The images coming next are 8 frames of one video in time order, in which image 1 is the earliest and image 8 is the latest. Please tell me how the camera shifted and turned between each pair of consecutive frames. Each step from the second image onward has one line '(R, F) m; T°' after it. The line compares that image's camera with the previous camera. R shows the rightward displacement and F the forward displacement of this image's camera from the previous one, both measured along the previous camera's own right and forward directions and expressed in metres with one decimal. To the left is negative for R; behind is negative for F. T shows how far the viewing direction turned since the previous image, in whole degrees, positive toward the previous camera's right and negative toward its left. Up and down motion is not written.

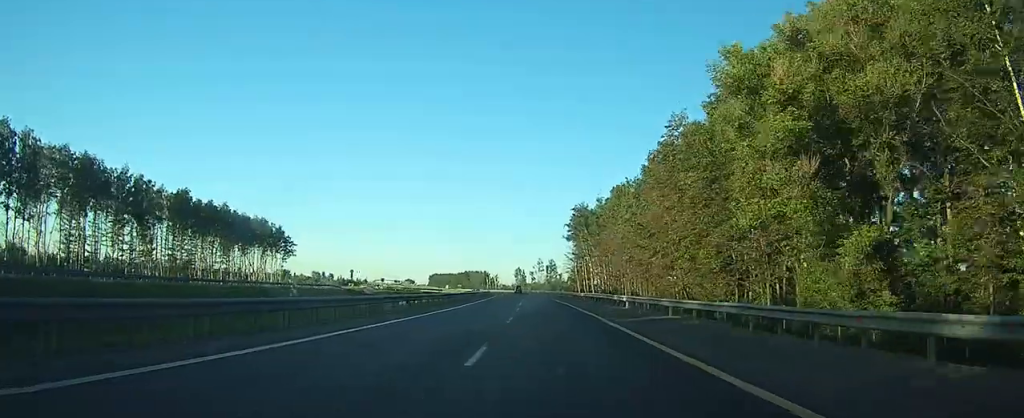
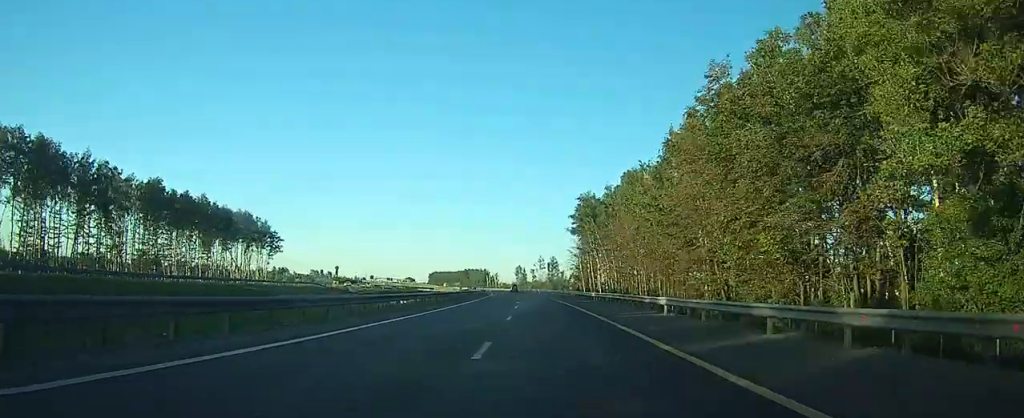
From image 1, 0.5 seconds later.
(0.0, +11.4) m; 0°
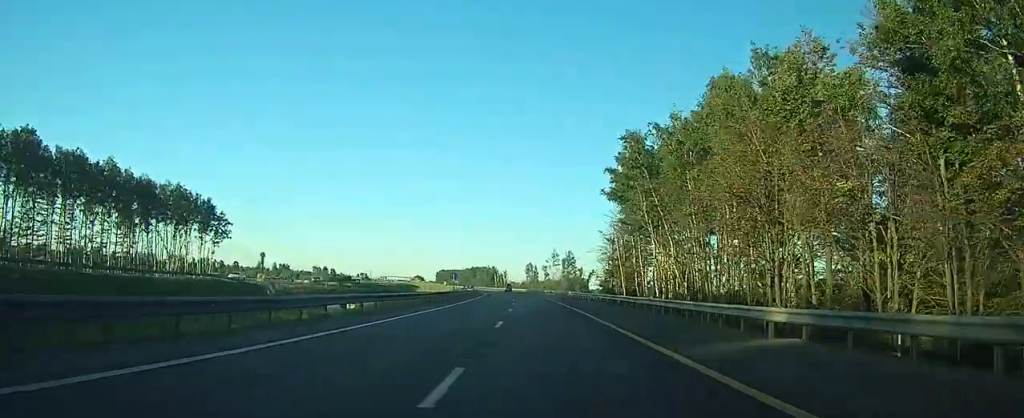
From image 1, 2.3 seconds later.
(+0.1, +40.3) m; 0°
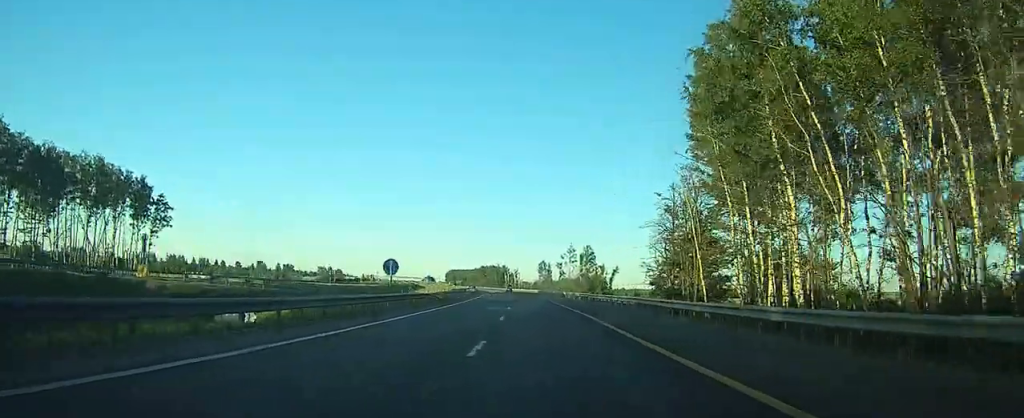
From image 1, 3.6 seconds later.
(-0.2, +31.1) m; -1°
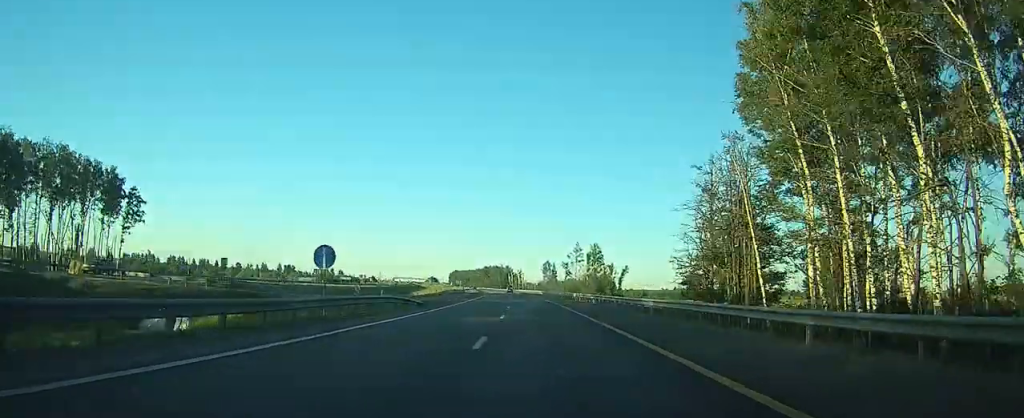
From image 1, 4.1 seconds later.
(0.0, +10.6) m; 0°
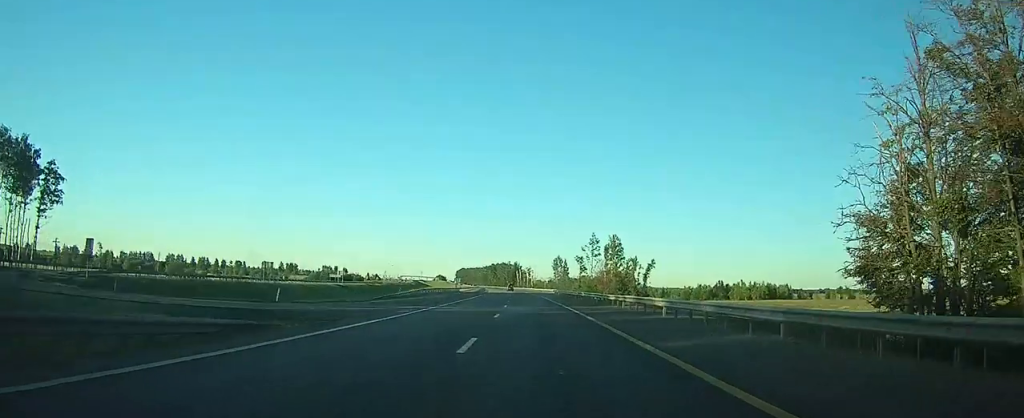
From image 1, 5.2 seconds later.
(-0.3, +24.4) m; -1°
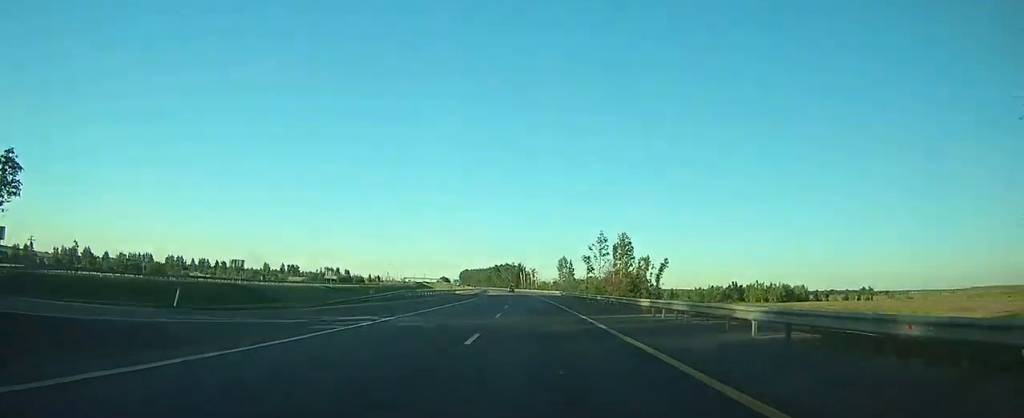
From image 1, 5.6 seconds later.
(-0.1, +10.0) m; 0°
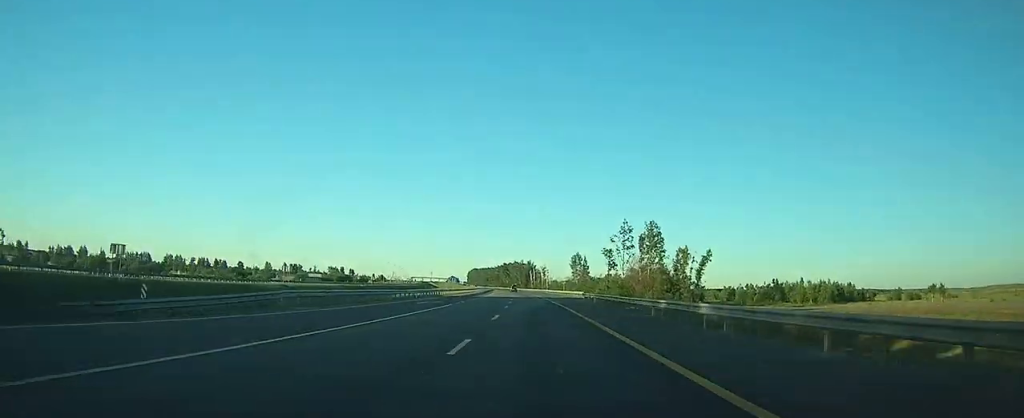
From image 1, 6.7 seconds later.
(-0.3, +25.5) m; -1°
